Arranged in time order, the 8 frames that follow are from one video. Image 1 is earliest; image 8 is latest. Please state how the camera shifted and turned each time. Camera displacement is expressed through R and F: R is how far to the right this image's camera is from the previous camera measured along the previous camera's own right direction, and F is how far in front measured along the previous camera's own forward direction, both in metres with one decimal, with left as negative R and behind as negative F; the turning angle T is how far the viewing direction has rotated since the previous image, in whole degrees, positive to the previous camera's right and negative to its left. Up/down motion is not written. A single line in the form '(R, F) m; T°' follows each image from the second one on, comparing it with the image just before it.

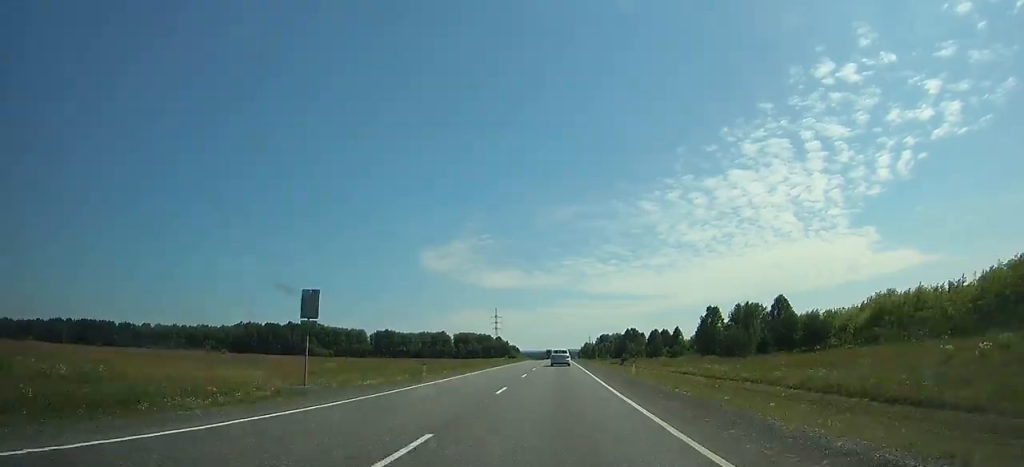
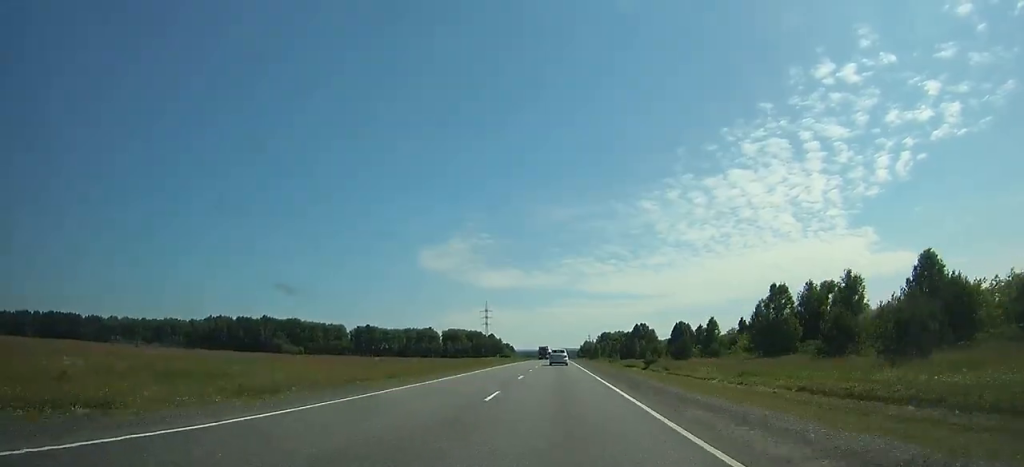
(+0.1, +38.6) m; 0°
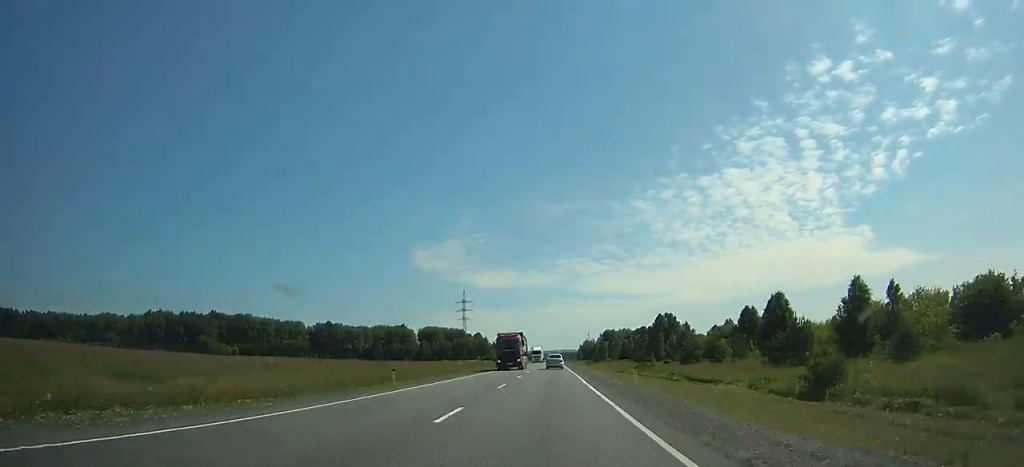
(+0.2, +63.5) m; 0°
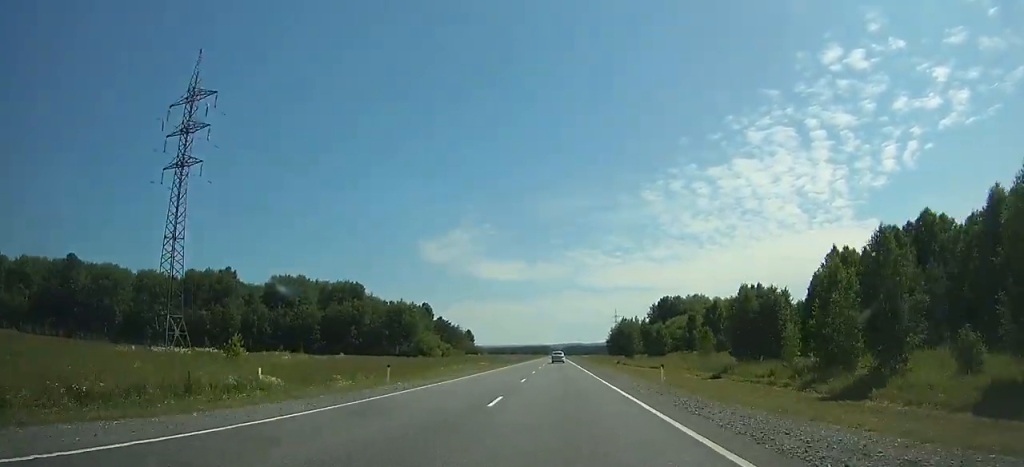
(-1.3, +201.8) m; 0°
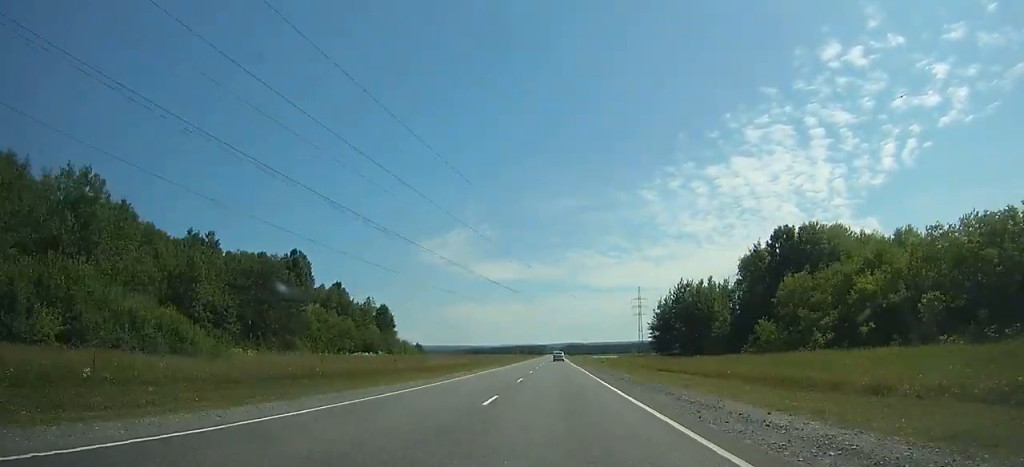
(+0.2, +120.3) m; 0°
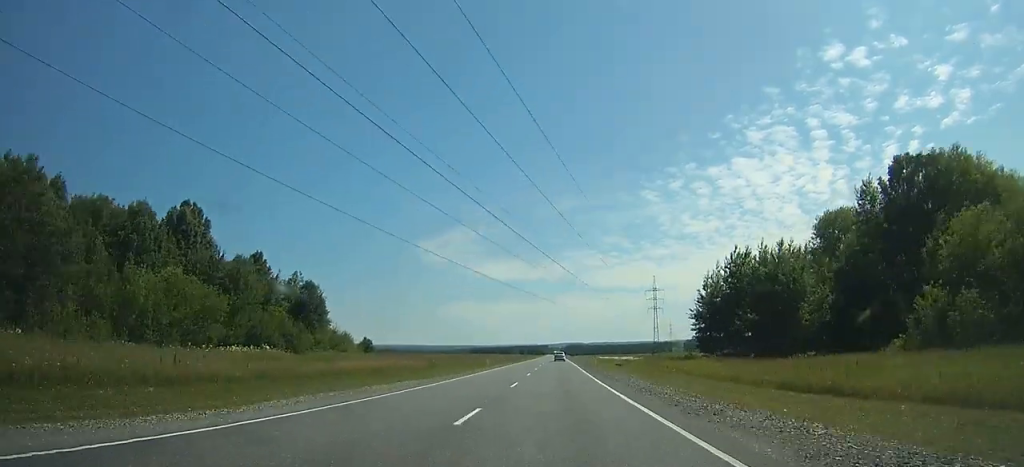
(0.0, +39.8) m; 0°
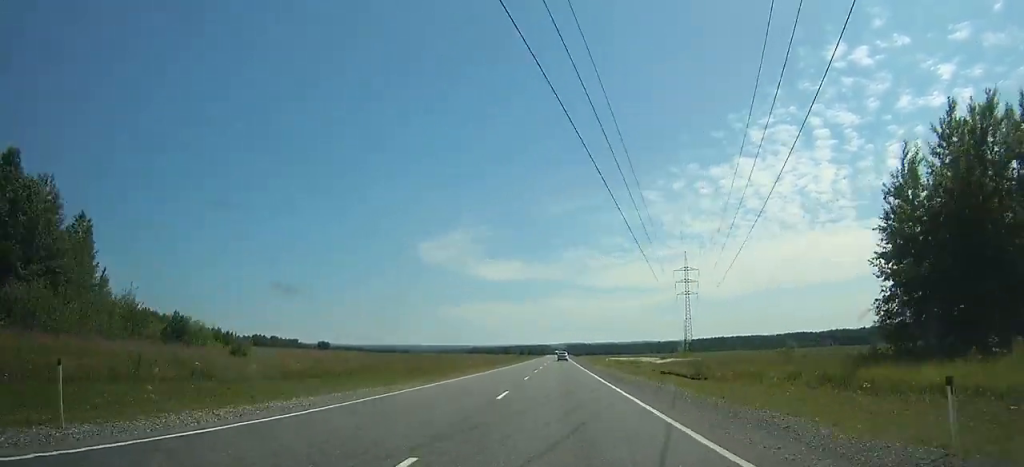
(0.0, +54.1) m; 0°
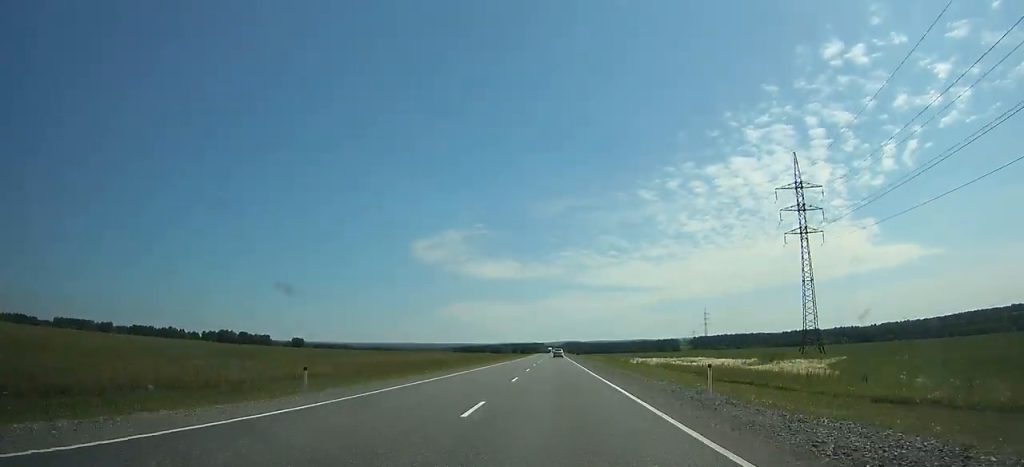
(+0.1, +89.3) m; 0°
